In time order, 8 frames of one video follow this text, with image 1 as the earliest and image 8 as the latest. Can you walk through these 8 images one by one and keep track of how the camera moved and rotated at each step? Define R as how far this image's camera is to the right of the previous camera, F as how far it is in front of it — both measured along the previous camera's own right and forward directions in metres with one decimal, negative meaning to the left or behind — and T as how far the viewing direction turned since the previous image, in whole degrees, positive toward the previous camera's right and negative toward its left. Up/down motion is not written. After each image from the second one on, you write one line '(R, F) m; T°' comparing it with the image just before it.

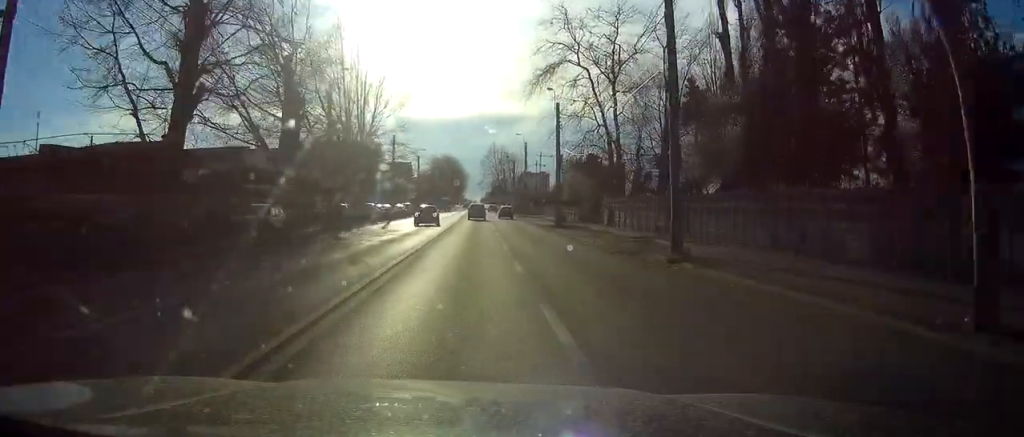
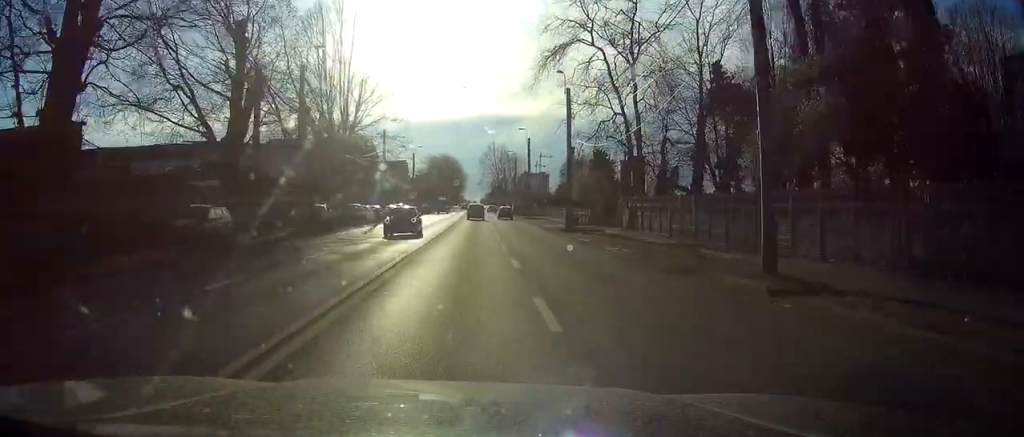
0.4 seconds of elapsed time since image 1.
(+0.1, +7.4) m; 0°
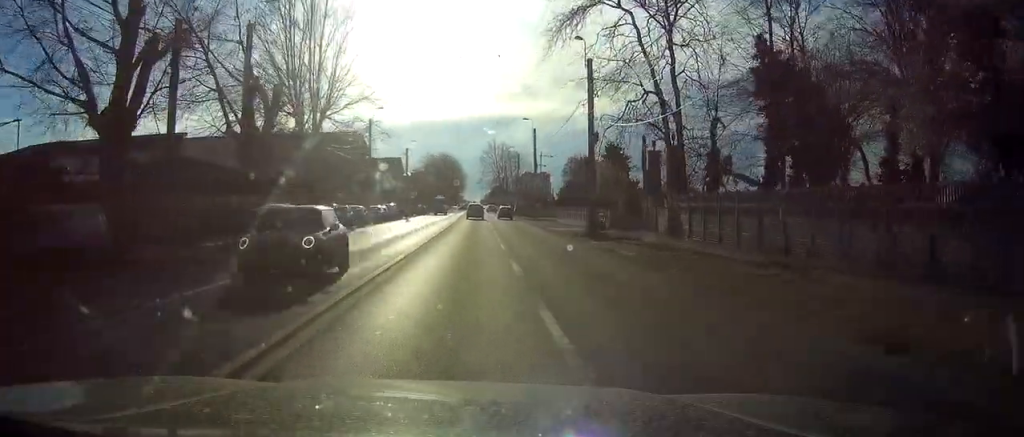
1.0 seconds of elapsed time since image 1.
(0.0, +9.8) m; 0°
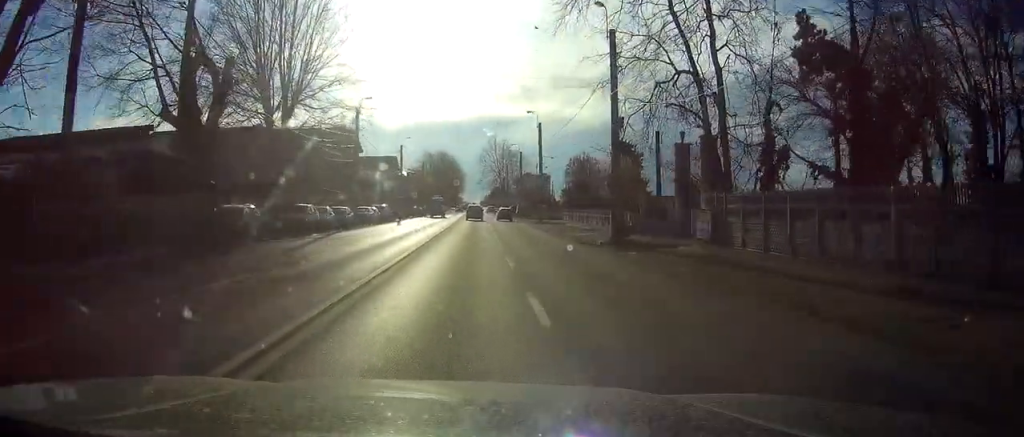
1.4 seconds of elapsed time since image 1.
(-0.1, +7.0) m; 0°
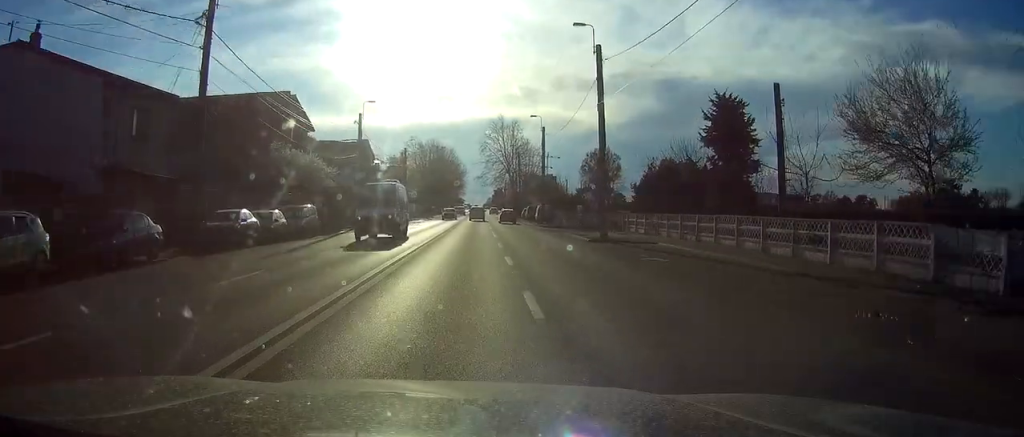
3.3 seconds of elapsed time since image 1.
(0.0, +33.4) m; 0°
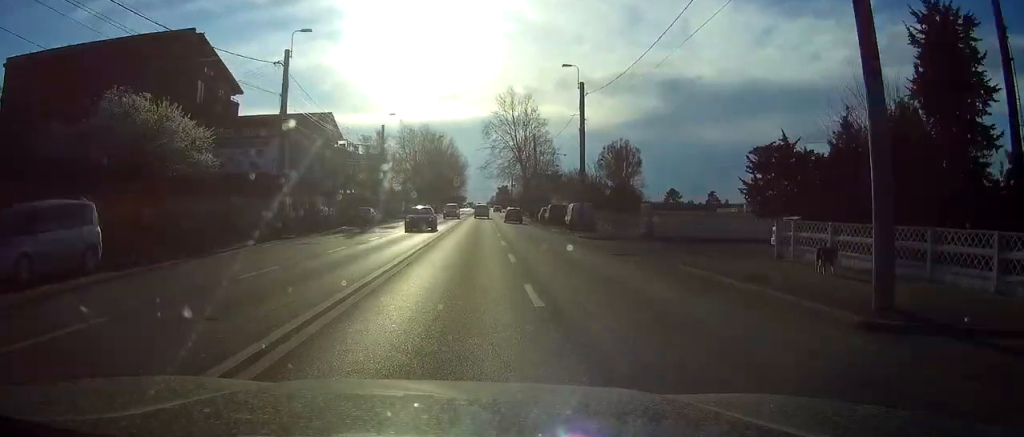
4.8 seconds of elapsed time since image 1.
(-0.1, +24.6) m; 0°
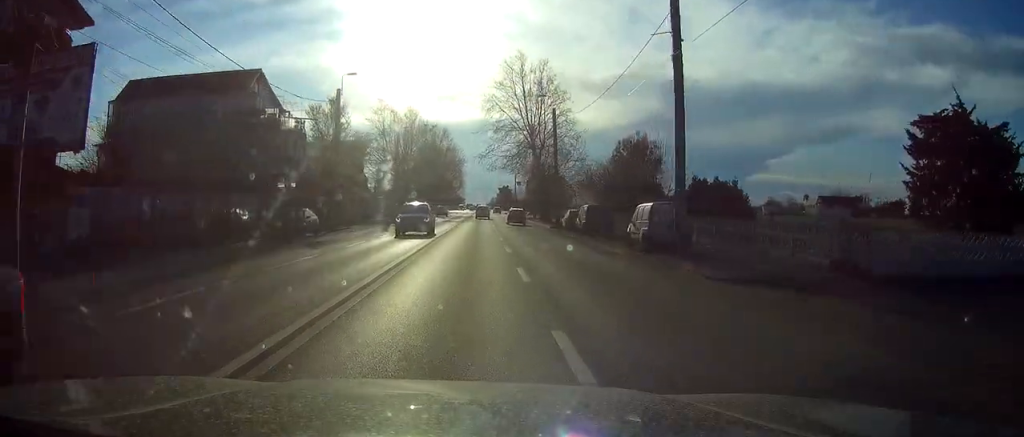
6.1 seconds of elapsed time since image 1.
(0.0, +22.3) m; 0°
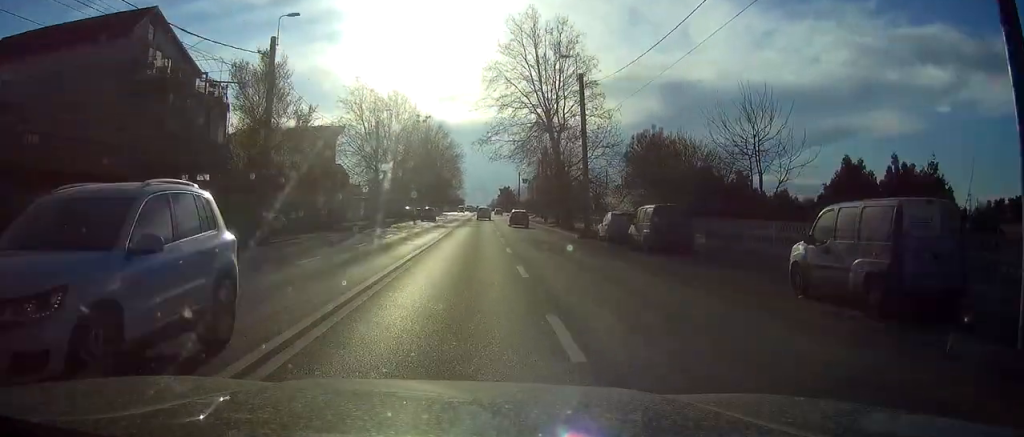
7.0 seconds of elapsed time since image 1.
(0.0, +16.0) m; 0°
